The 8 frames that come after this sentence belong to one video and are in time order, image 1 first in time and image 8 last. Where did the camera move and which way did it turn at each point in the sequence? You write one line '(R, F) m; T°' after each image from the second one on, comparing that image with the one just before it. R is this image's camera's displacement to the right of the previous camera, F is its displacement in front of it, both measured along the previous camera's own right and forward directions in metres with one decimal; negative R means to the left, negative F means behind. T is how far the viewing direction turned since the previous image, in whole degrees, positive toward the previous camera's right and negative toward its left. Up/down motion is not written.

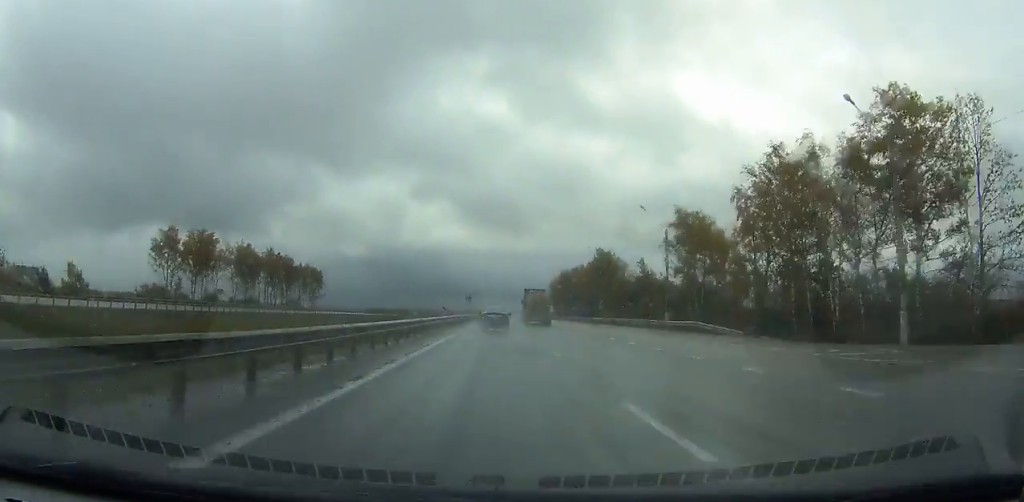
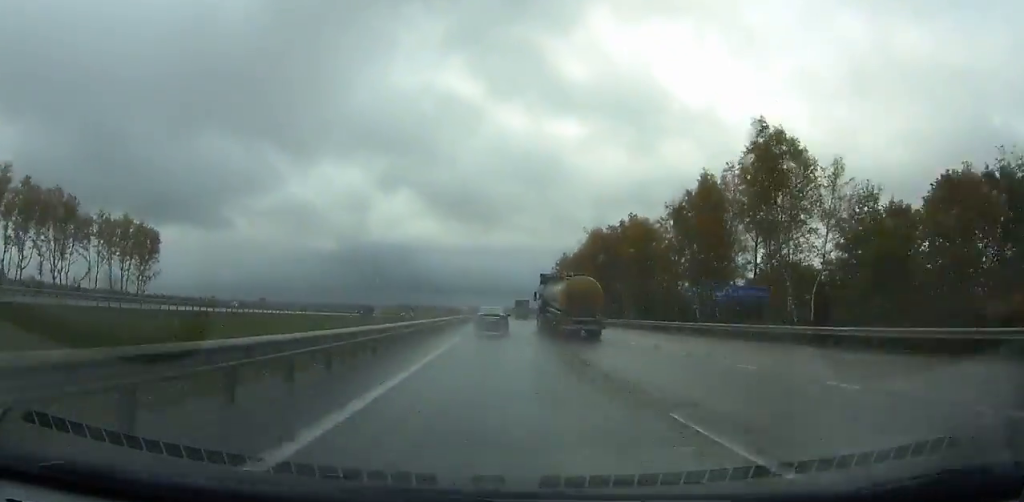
(+1.6, +95.4) m; +2°
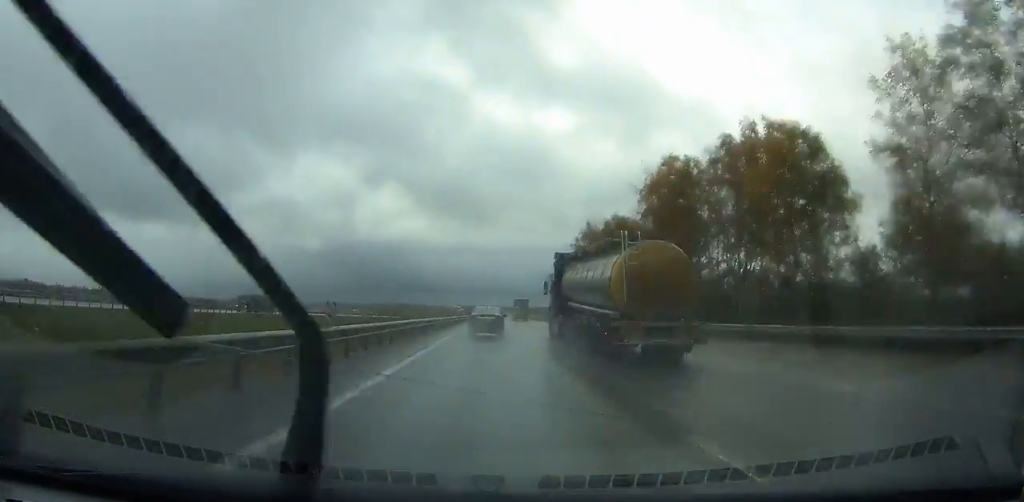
(+0.5, +47.3) m; +1°
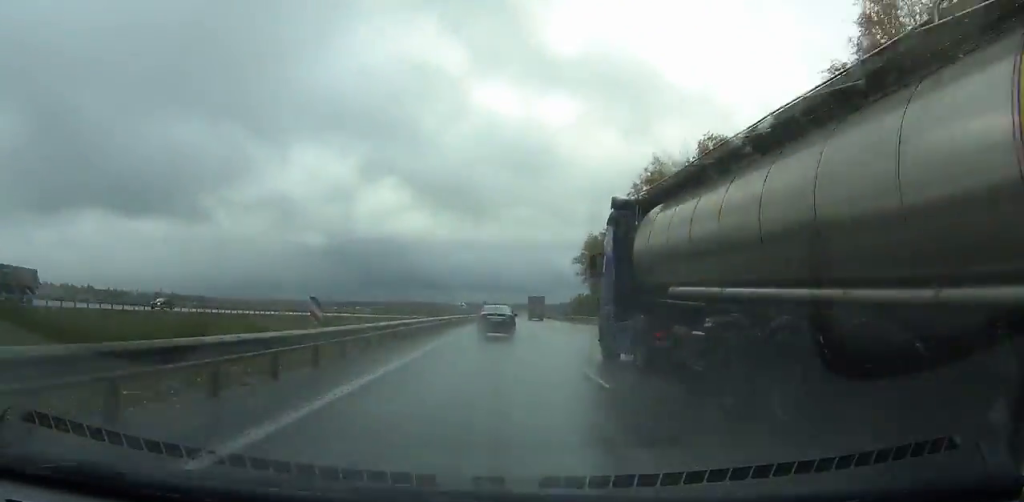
(+0.1, +41.2) m; +1°
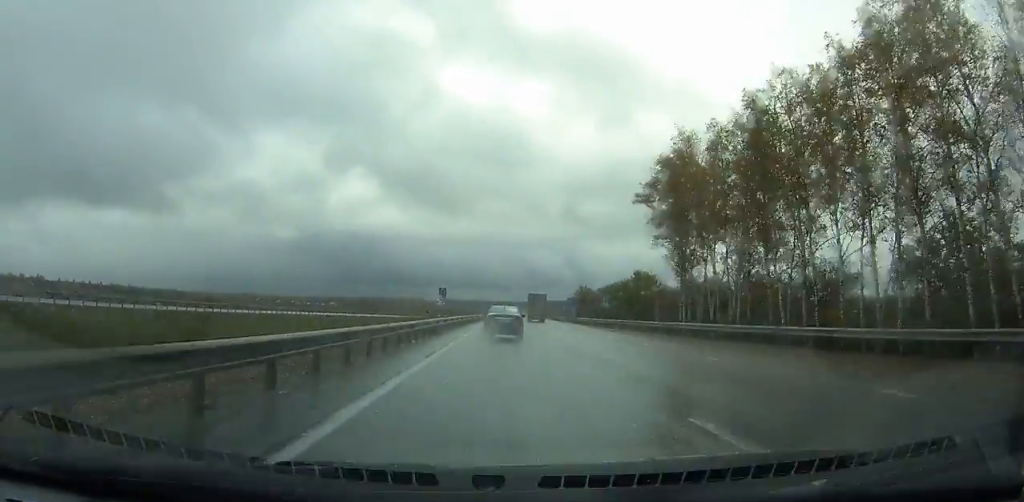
(+0.7, +63.6) m; +1°
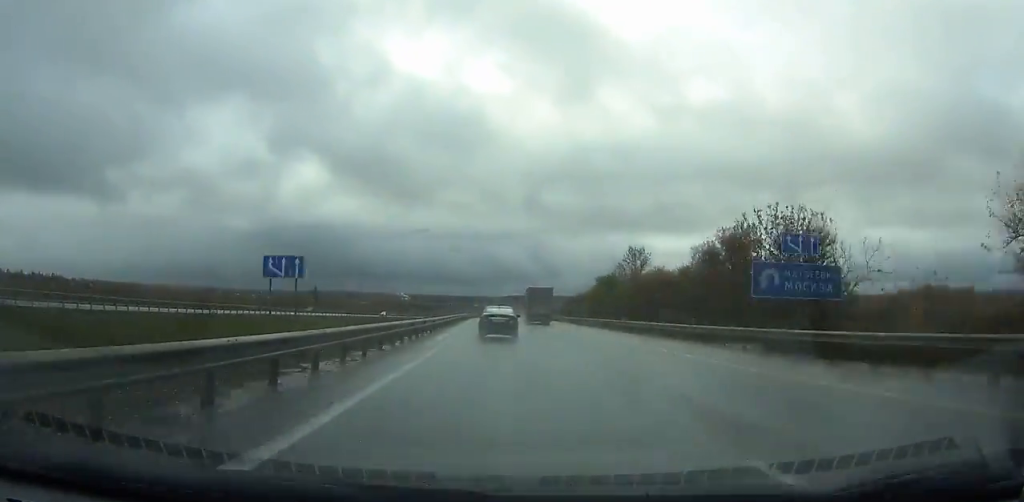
(+2.6, +110.2) m; +3°
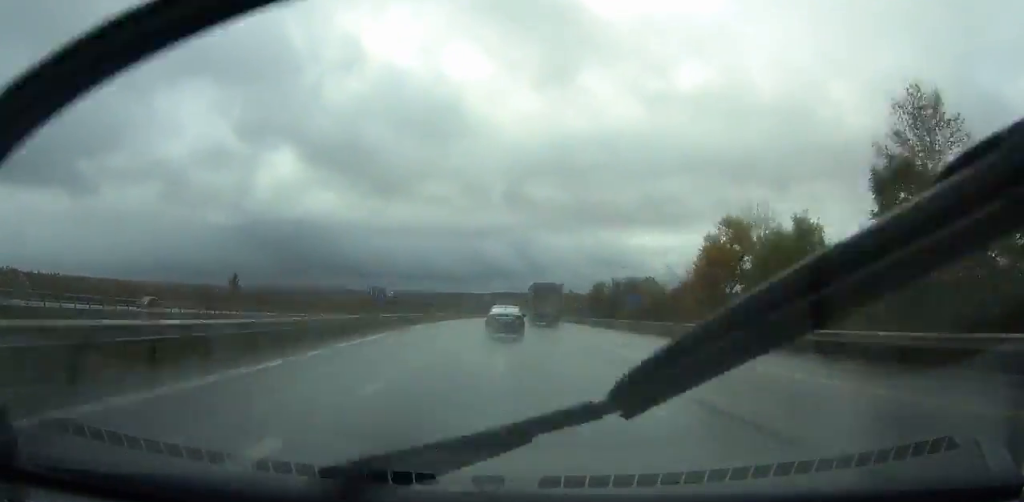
(+1.2, +66.0) m; +2°
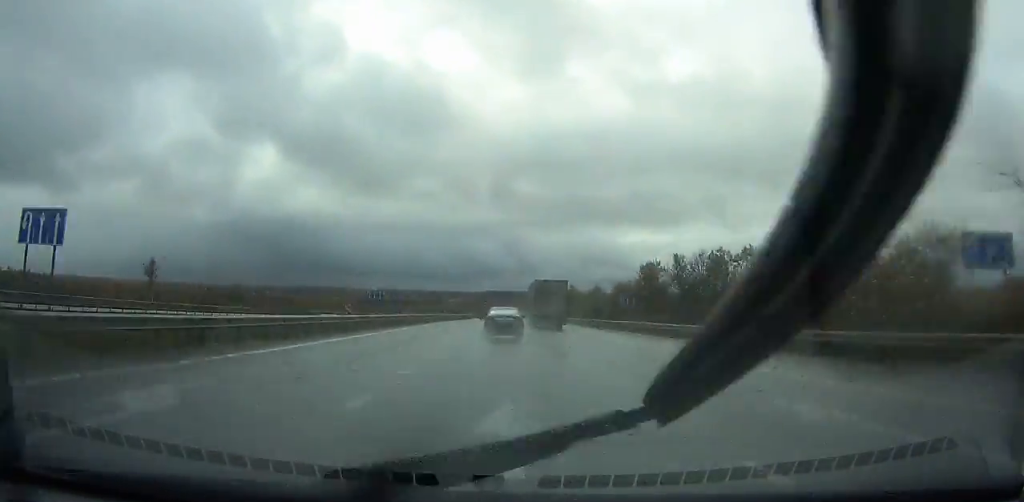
(+0.3, +40.9) m; +1°
